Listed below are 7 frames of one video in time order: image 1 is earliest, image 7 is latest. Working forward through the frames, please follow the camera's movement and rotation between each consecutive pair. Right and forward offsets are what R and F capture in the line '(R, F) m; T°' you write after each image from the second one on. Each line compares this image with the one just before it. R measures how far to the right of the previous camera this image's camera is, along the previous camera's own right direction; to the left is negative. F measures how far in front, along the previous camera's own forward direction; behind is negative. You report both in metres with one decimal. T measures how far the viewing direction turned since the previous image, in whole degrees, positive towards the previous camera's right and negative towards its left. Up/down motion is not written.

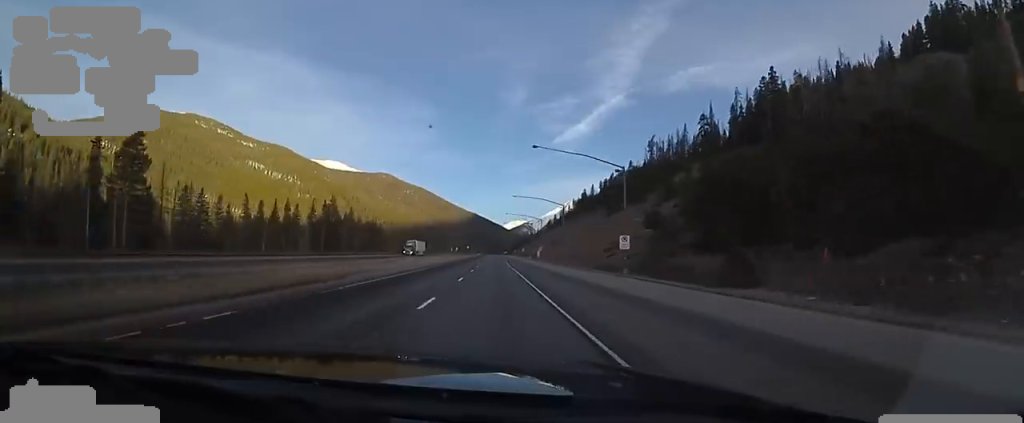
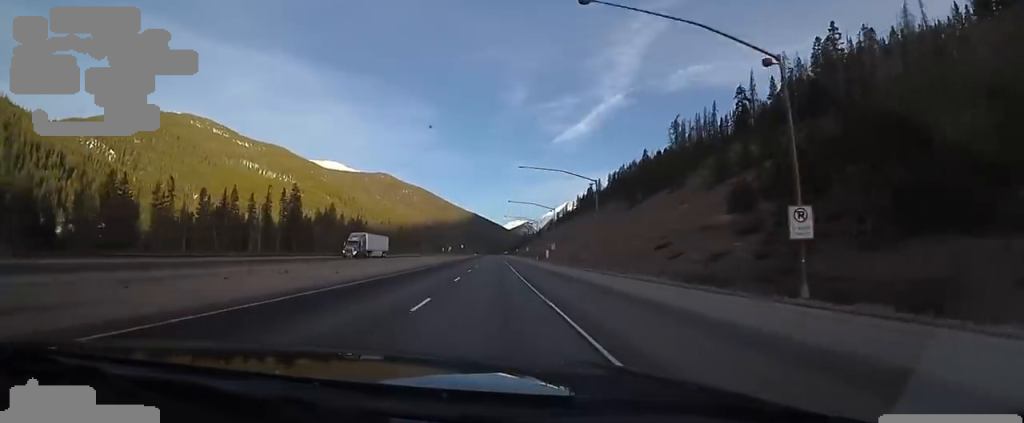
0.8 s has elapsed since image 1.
(0.0, +24.9) m; 0°
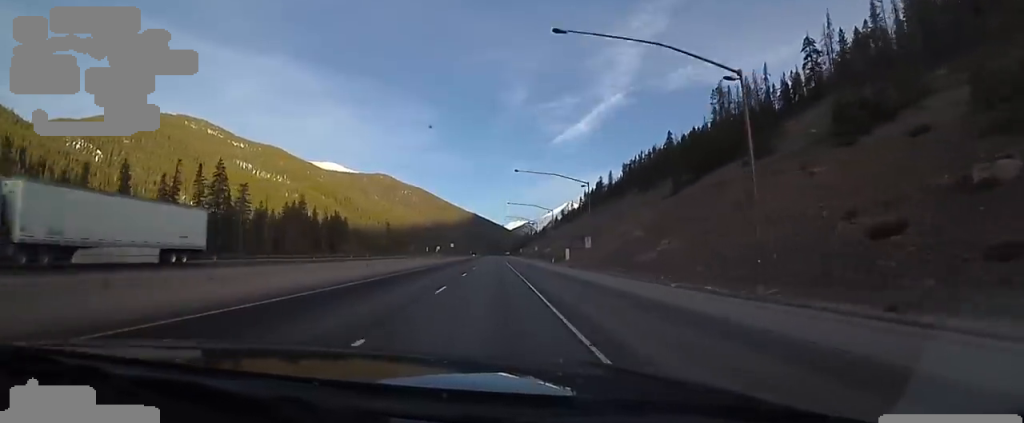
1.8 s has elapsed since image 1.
(0.0, +31.0) m; 0°
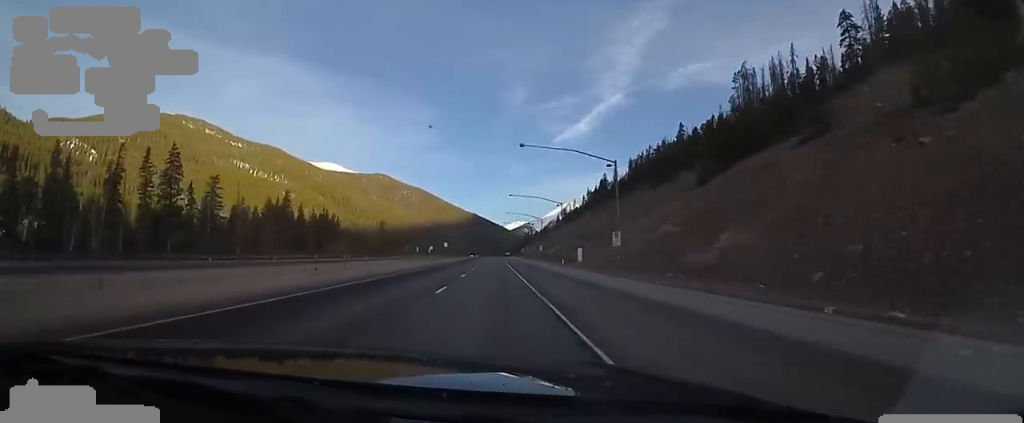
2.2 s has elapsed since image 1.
(0.0, +12.3) m; 0°
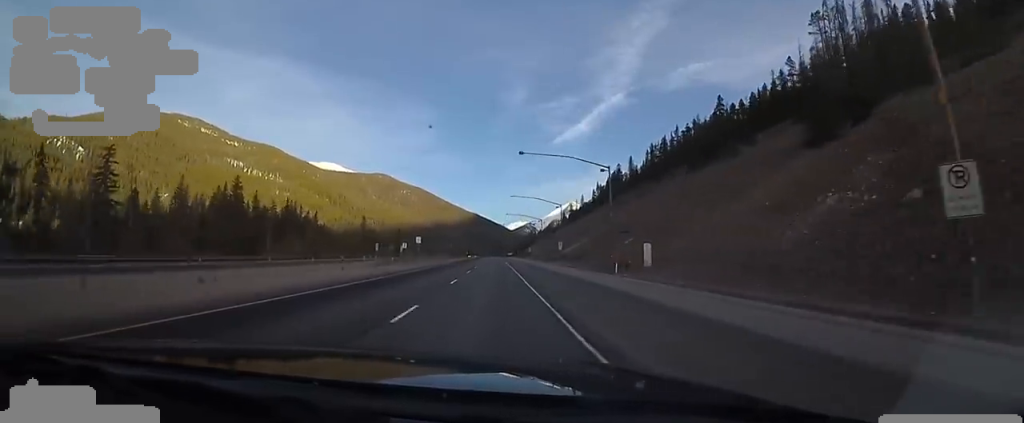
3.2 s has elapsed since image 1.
(0.0, +30.7) m; -3°
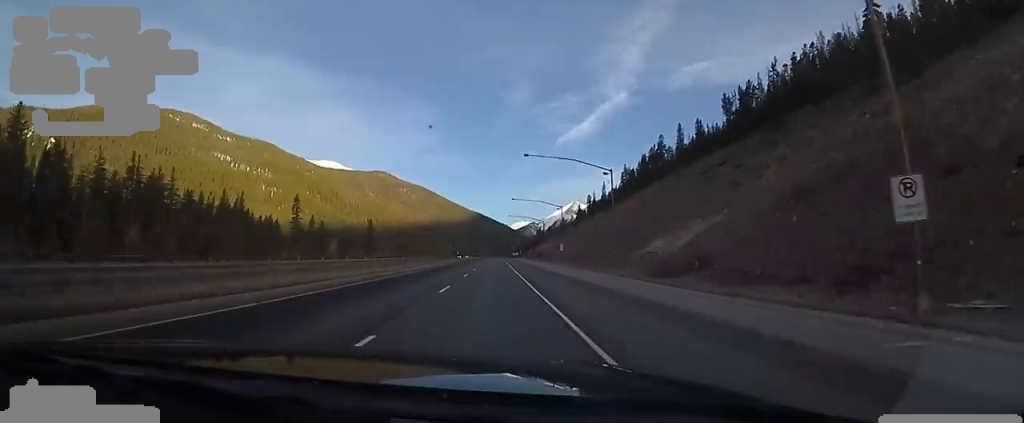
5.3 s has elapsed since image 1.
(+0.1, +65.0) m; +2°
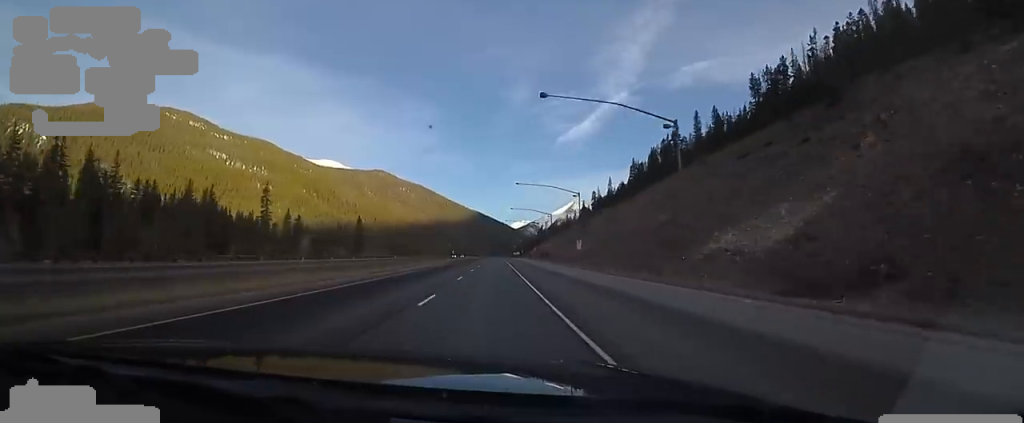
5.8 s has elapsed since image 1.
(0.0, +16.7) m; 0°
